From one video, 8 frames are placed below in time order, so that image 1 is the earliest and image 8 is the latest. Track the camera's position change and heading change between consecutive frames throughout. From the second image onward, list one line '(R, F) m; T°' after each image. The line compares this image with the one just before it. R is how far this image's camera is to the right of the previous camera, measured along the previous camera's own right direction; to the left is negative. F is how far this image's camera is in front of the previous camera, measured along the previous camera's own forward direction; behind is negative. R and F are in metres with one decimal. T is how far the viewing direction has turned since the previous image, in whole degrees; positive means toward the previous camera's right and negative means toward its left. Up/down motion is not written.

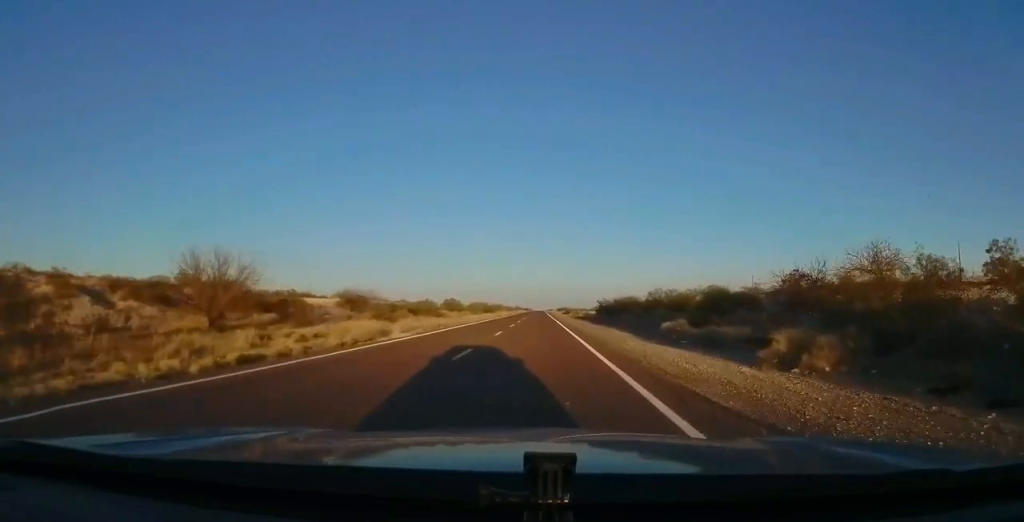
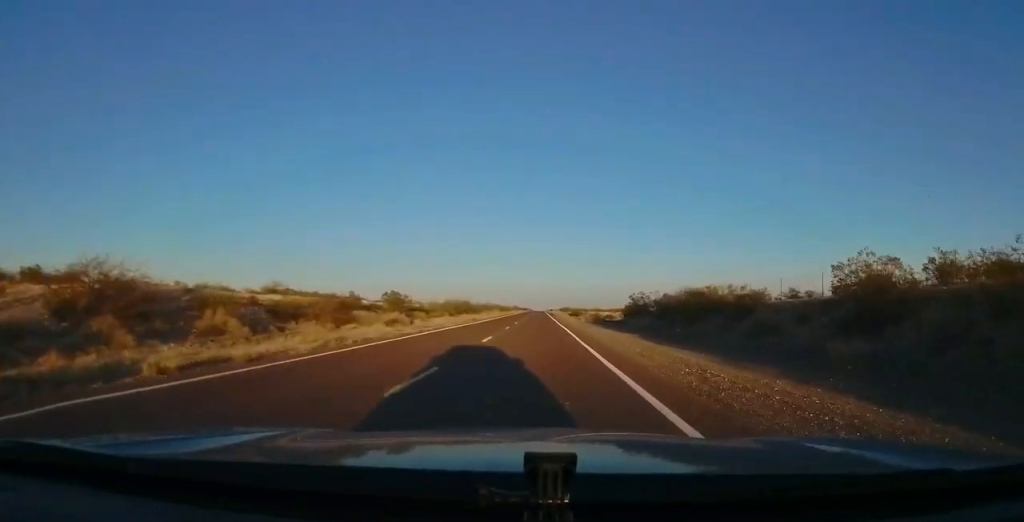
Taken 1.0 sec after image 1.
(+0.3, +29.5) m; +1°
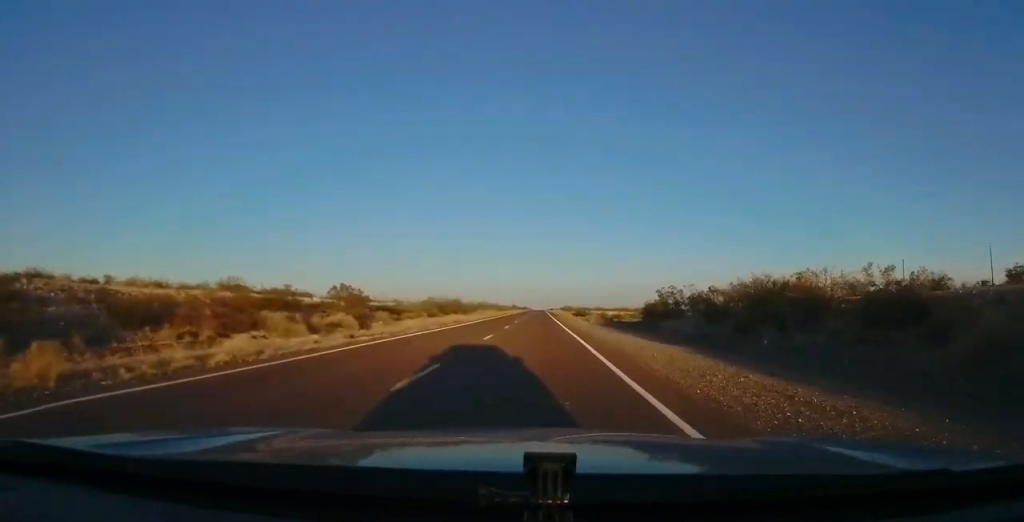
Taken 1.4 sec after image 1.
(0.0, +11.8) m; 0°
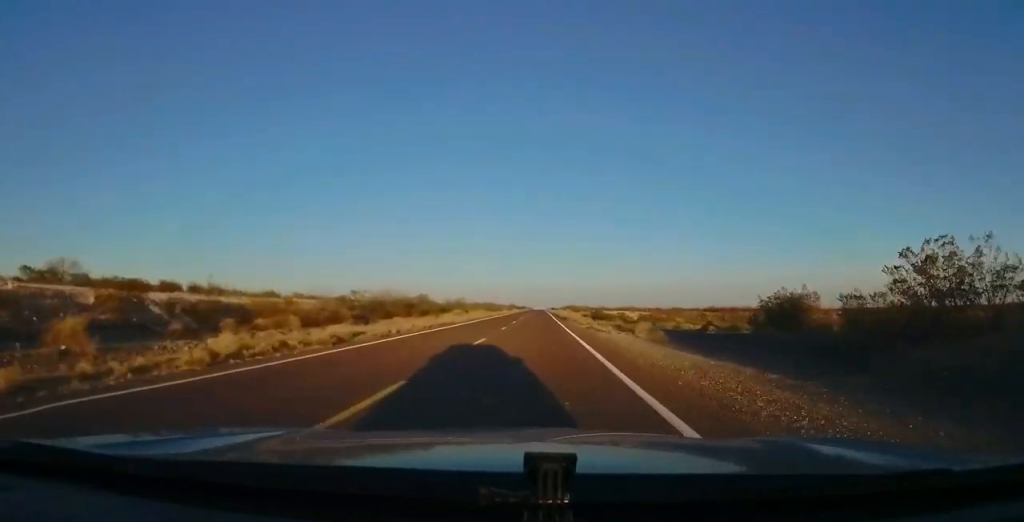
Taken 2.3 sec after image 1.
(0.0, +27.4) m; 0°
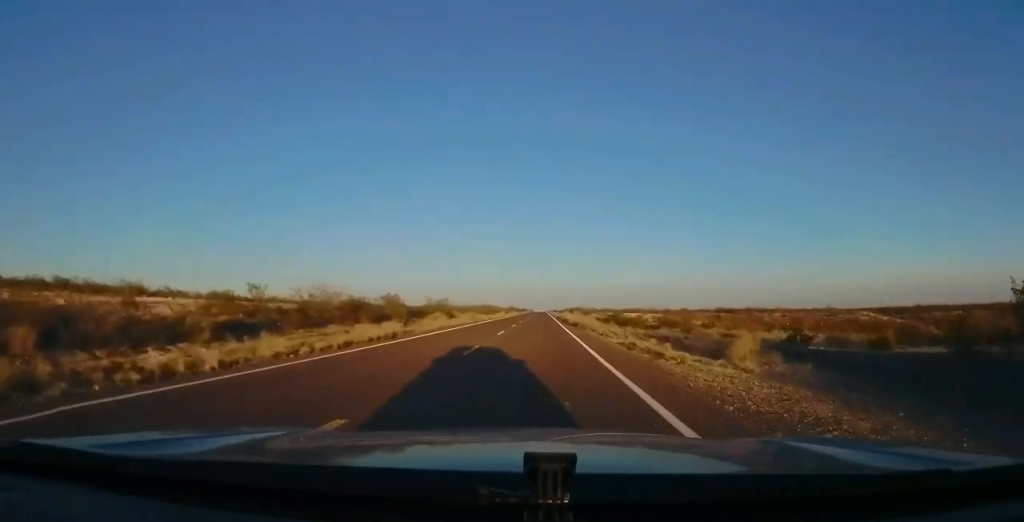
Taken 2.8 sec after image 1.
(0.0, +14.7) m; 0°
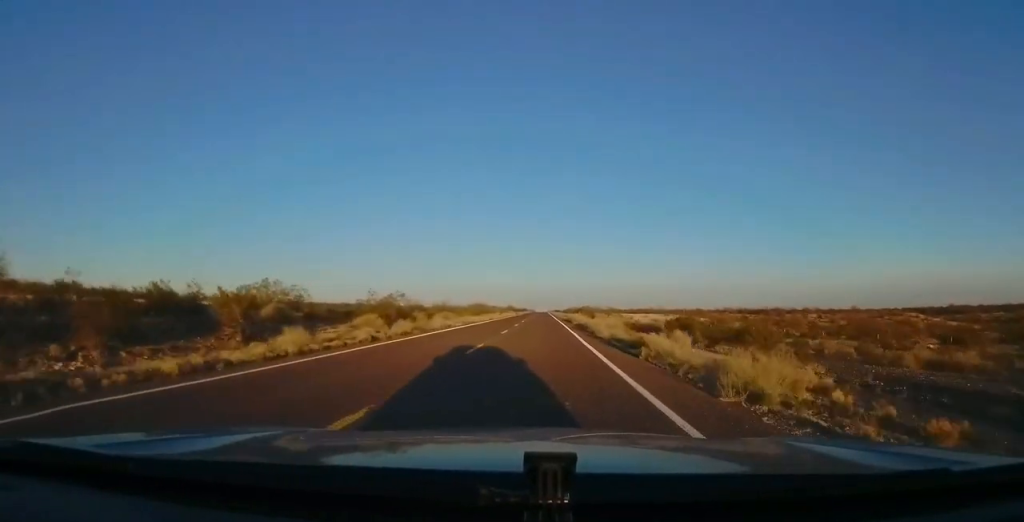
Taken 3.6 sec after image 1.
(0.0, +23.5) m; -1°
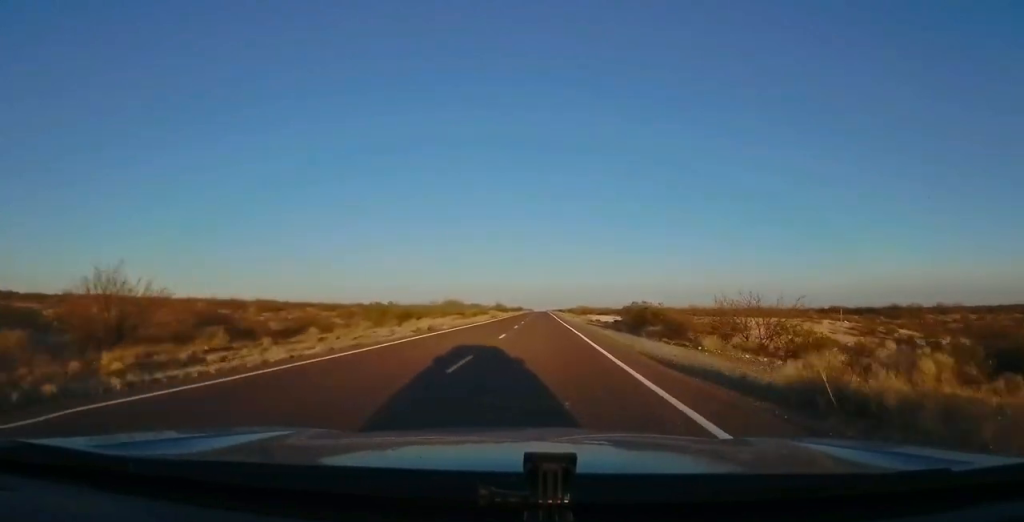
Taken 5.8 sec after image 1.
(-0.5, +64.2) m; 0°
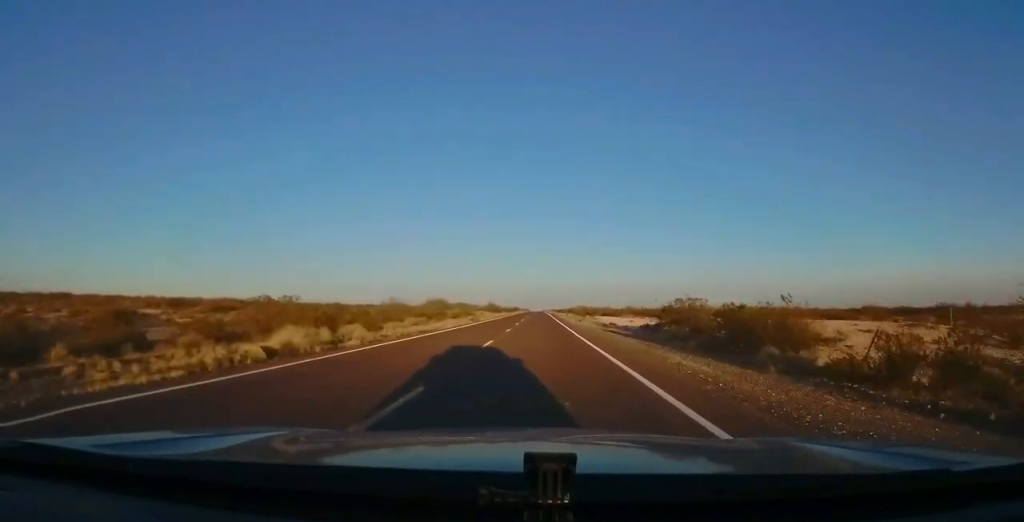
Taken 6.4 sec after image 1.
(+0.1, +17.5) m; 0°
